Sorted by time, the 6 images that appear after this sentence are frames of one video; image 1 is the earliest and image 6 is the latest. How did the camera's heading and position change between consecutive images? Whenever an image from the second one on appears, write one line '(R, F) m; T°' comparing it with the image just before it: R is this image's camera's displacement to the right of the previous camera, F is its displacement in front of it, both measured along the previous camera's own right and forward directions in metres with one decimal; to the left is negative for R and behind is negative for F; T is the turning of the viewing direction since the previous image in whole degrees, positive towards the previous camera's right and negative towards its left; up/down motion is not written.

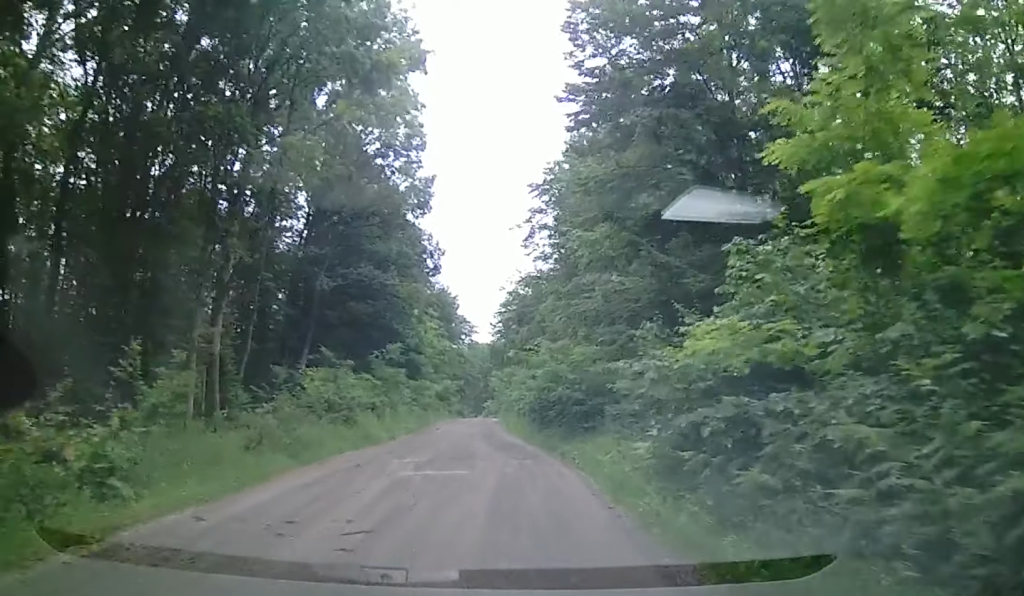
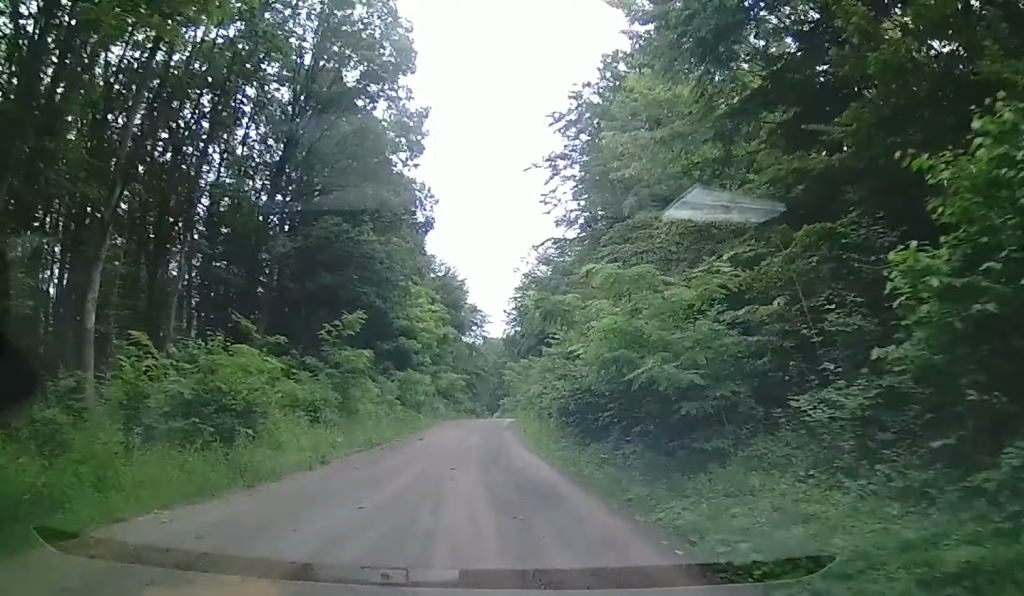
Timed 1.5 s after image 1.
(+0.1, +11.9) m; 0°
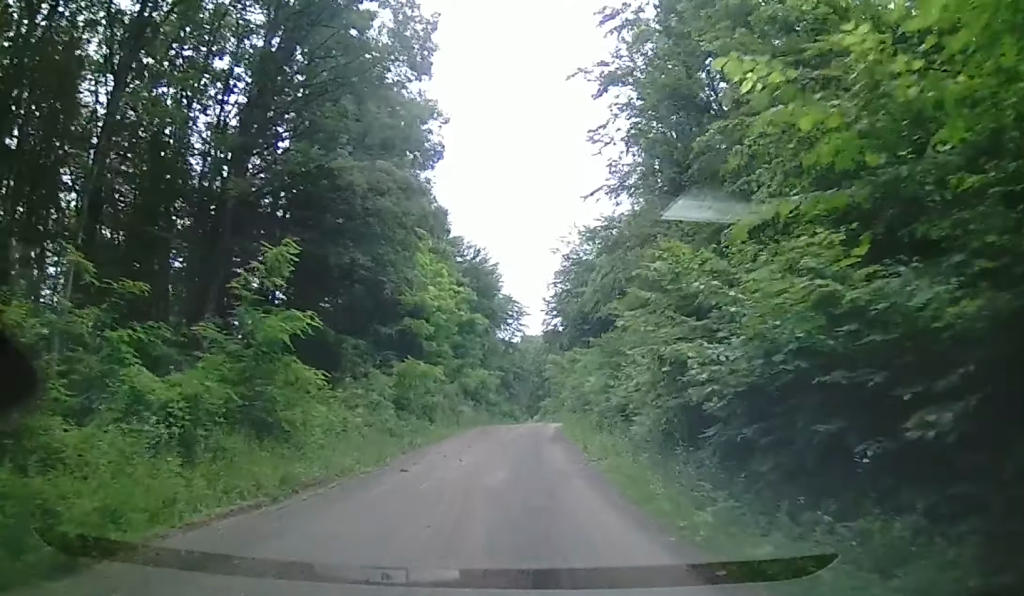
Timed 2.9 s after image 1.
(+0.3, +10.9) m; +5°
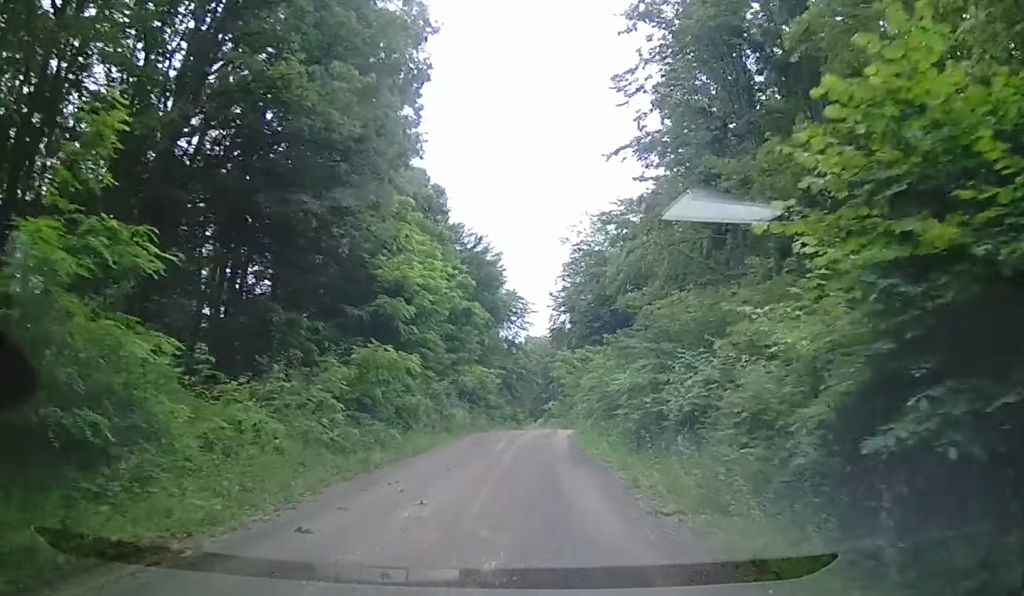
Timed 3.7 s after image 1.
(+0.3, +6.8) m; +1°
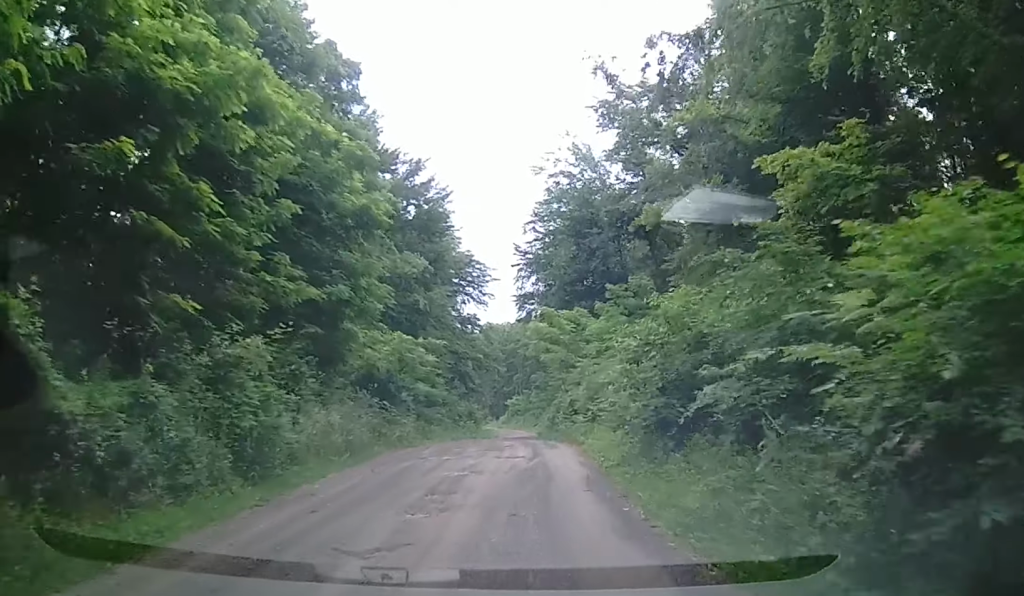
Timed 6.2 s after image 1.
(-1.8, +19.5) m; -10°
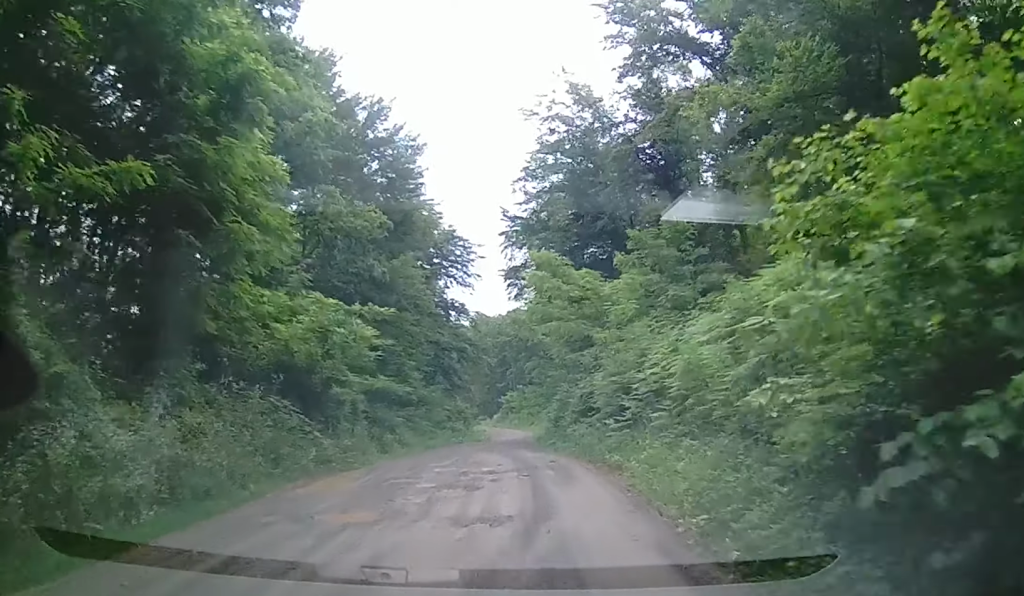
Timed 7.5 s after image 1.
(+0.2, +9.3) m; +4°
